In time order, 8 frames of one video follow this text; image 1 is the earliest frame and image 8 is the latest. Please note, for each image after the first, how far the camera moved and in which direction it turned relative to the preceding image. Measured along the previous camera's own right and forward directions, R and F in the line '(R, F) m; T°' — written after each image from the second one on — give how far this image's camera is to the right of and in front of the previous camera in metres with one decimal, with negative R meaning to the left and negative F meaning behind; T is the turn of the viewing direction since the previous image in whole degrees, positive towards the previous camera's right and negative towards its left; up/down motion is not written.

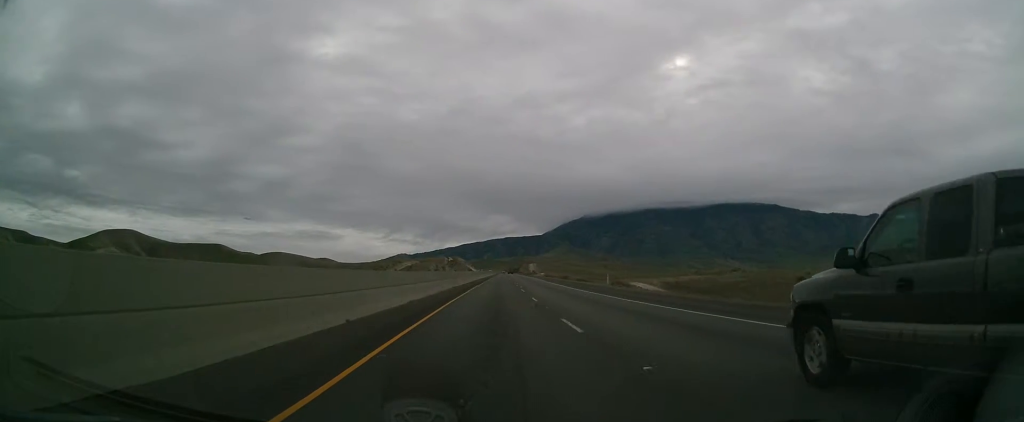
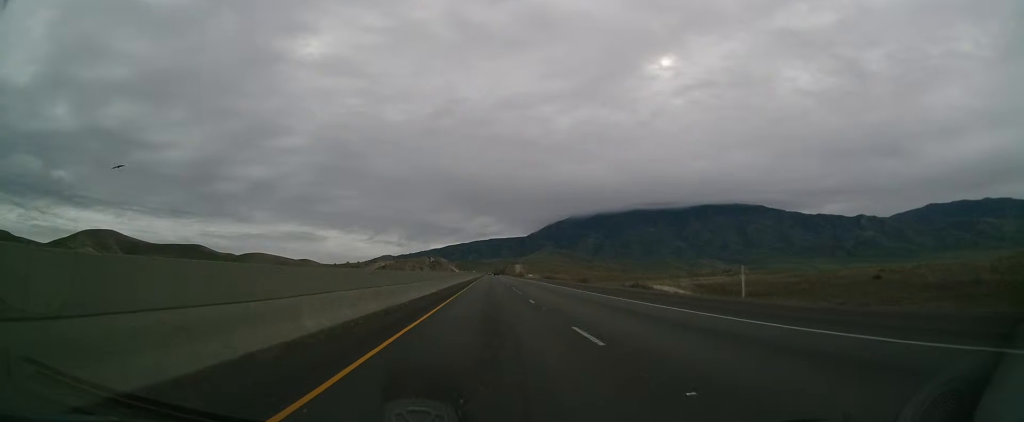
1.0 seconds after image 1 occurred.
(+0.6, +27.2) m; +2°
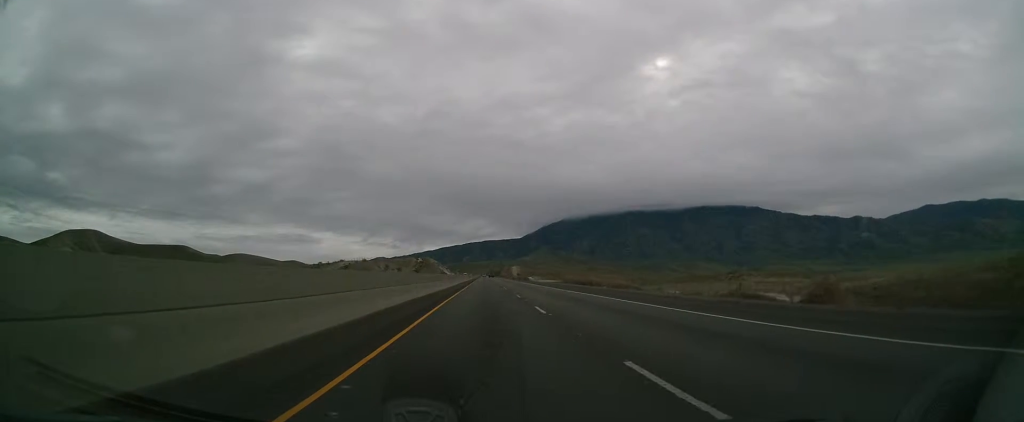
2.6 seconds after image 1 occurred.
(+0.2, +42.2) m; 0°
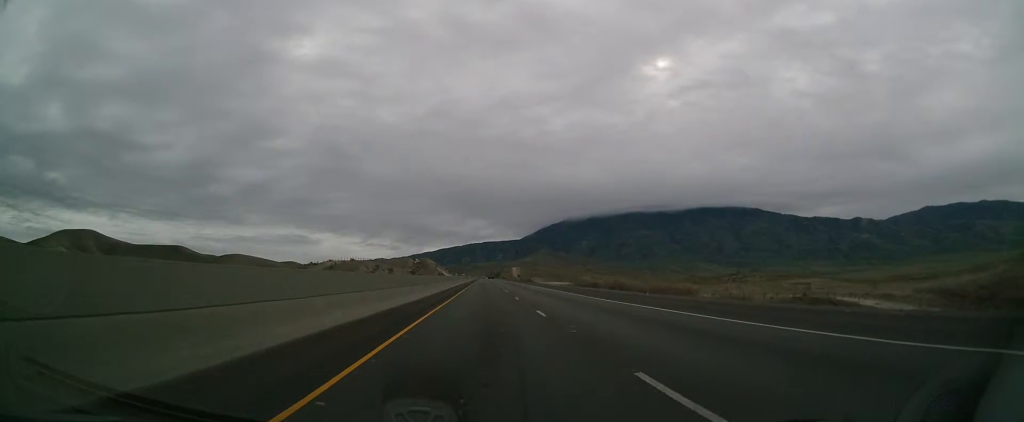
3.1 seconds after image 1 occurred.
(0.0, +13.2) m; 0°
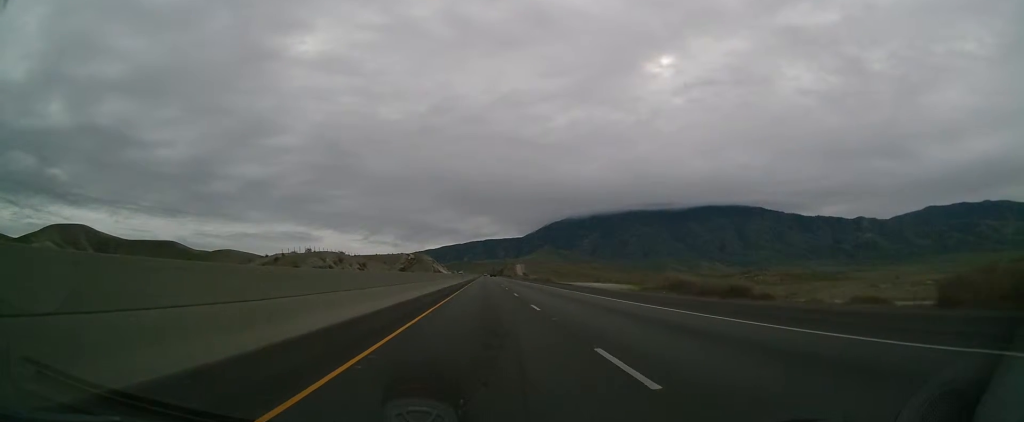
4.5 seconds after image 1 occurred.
(+0.3, +36.3) m; +1°
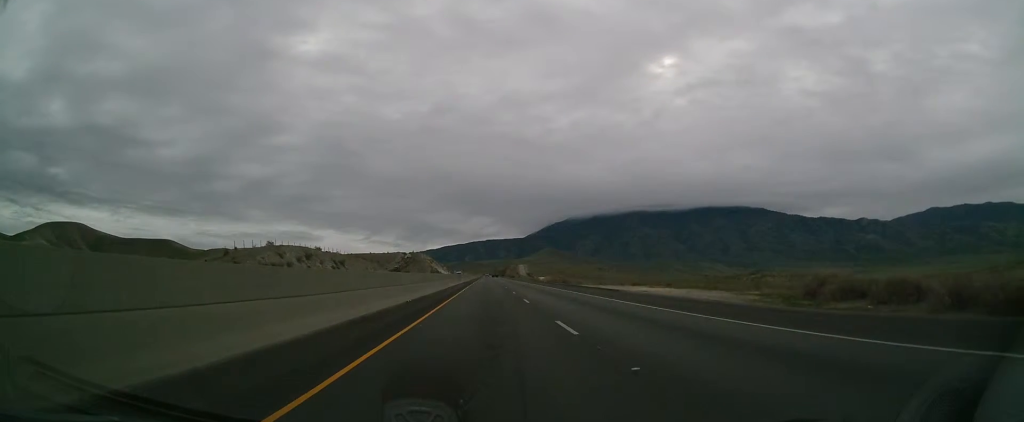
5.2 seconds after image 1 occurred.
(+0.1, +21.2) m; 0°
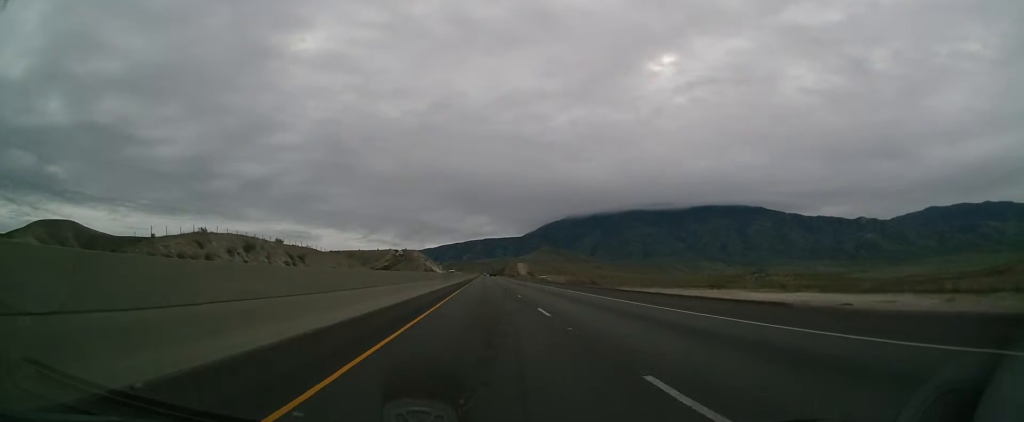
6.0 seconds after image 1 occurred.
(-0.1, +22.8) m; +1°
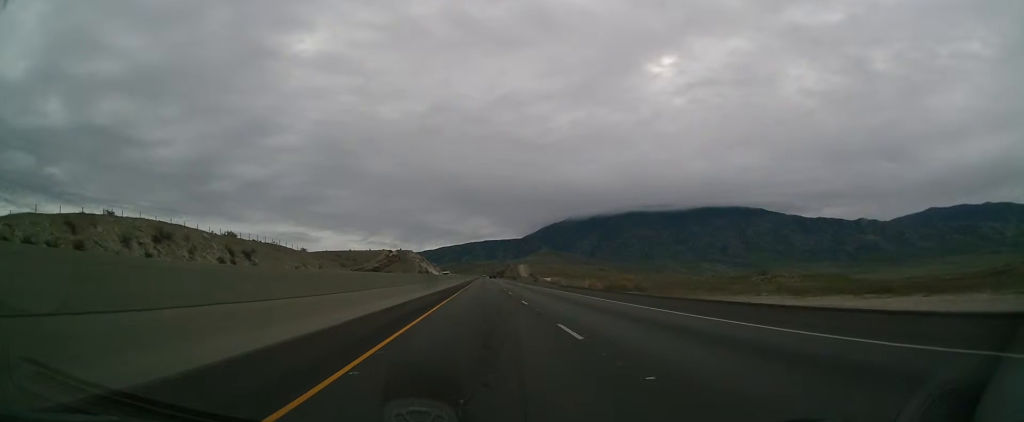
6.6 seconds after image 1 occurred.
(+0.4, +20.4) m; 0°
